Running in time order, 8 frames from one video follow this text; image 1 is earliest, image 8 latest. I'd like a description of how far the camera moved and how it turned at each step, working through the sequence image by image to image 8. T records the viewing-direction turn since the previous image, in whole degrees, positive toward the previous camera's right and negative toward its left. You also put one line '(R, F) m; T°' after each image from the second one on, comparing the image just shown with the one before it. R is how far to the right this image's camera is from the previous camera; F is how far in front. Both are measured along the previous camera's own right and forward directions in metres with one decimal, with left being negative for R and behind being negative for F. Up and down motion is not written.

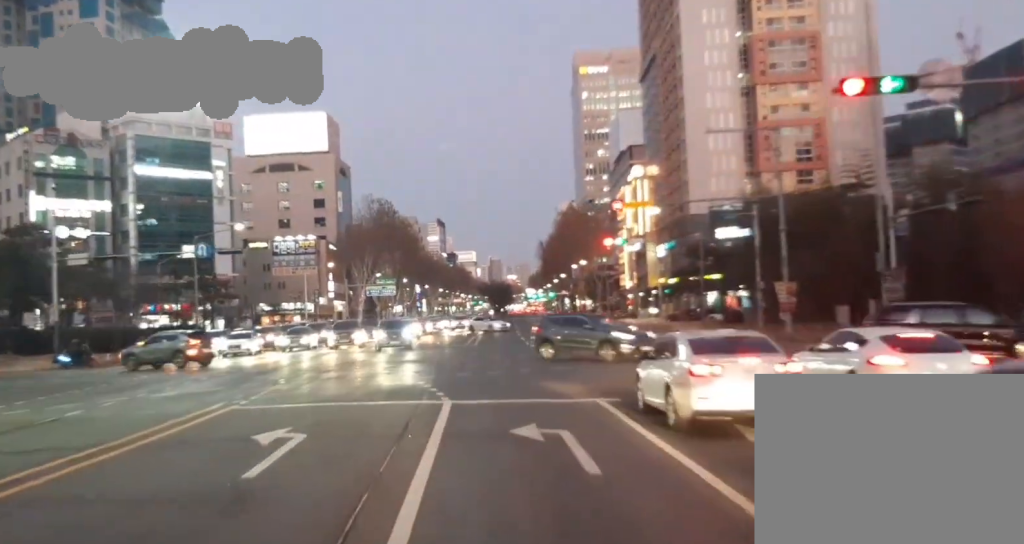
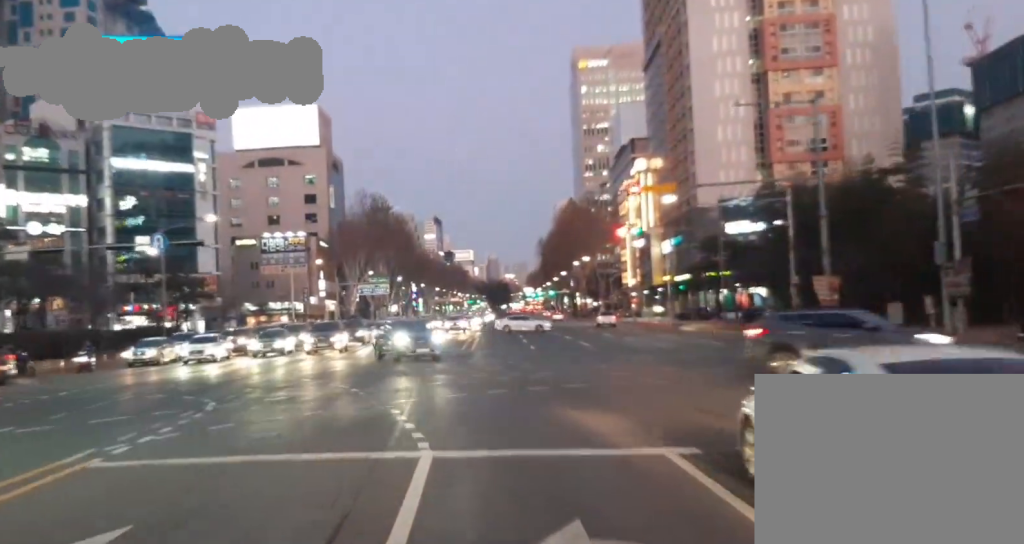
(0.0, +7.2) m; 0°
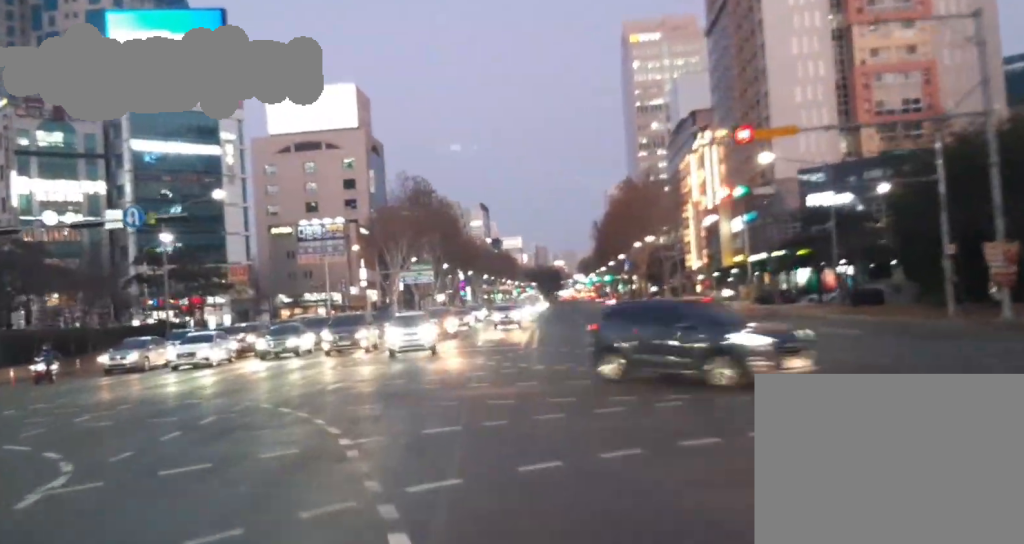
(0.0, +12.1) m; 0°
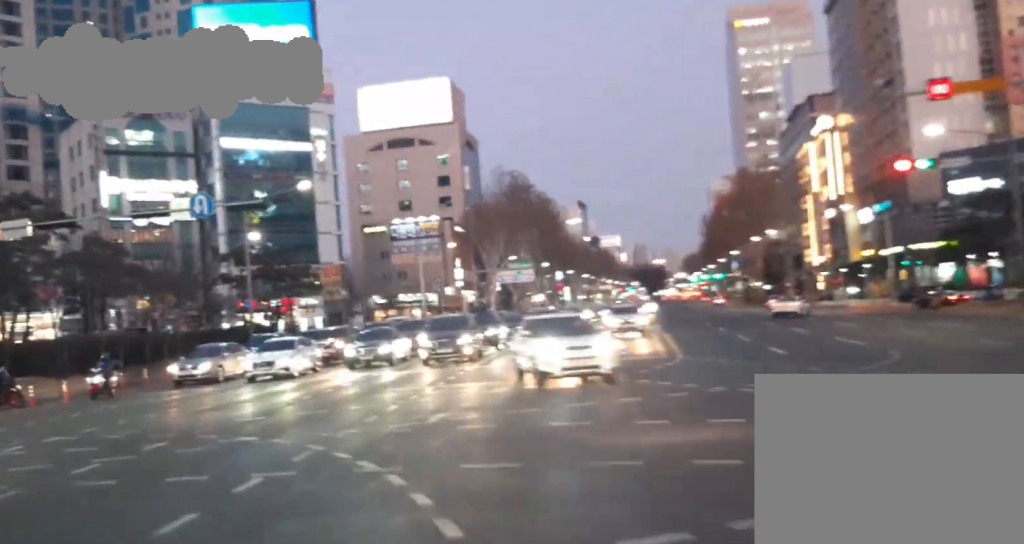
(0.0, +7.3) m; -4°
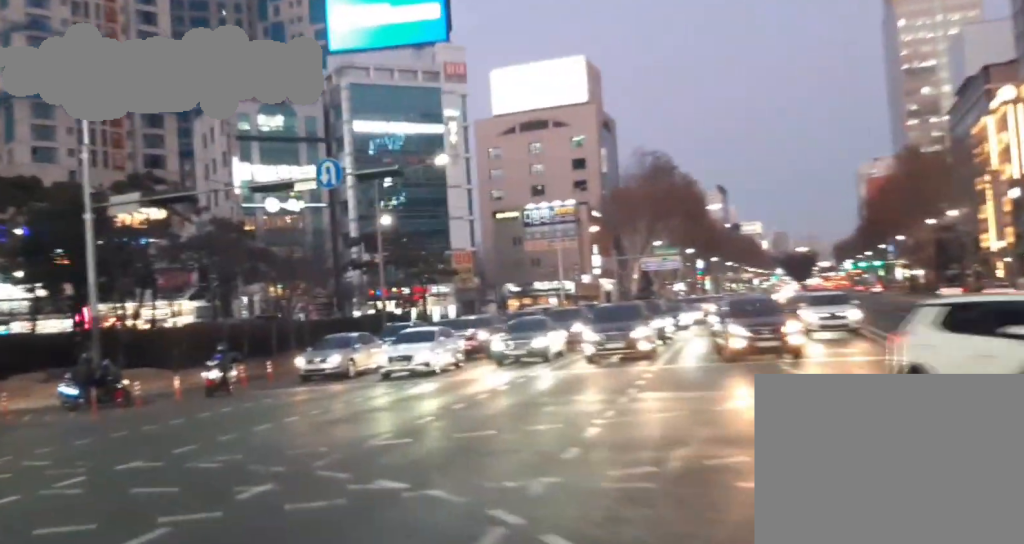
(+0.5, +6.8) m; -4°
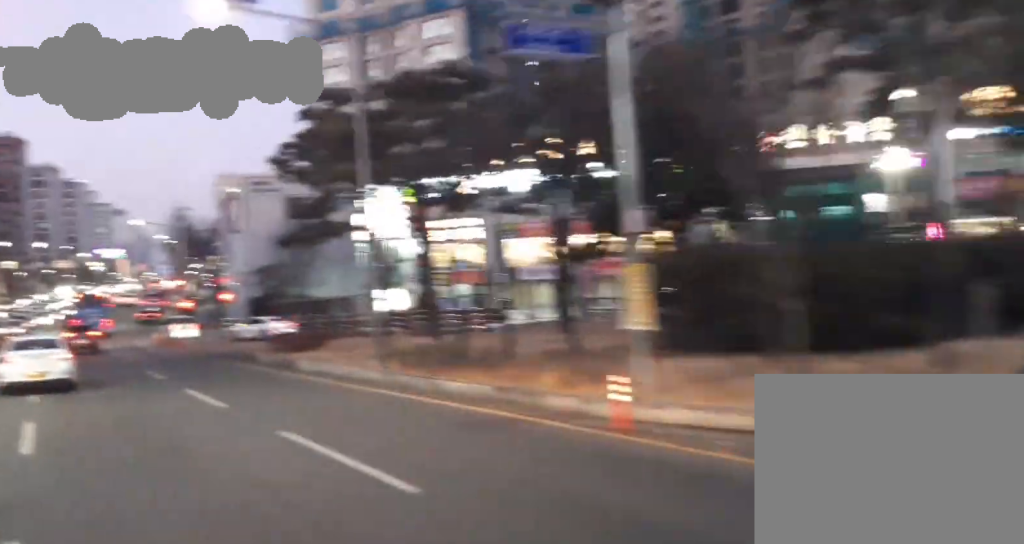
(-8.1, +23.1) m; -36°
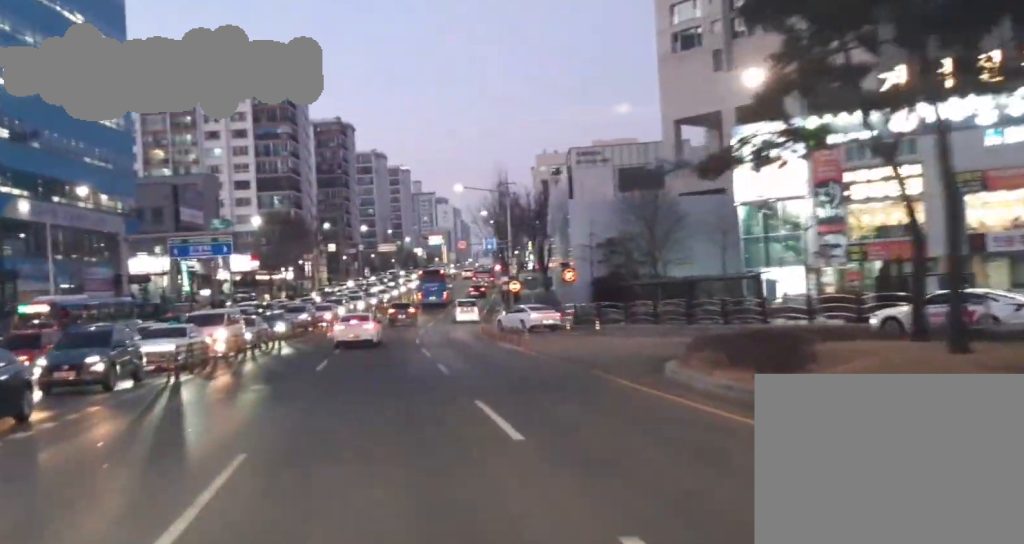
(-2.5, +17.5) m; -10°
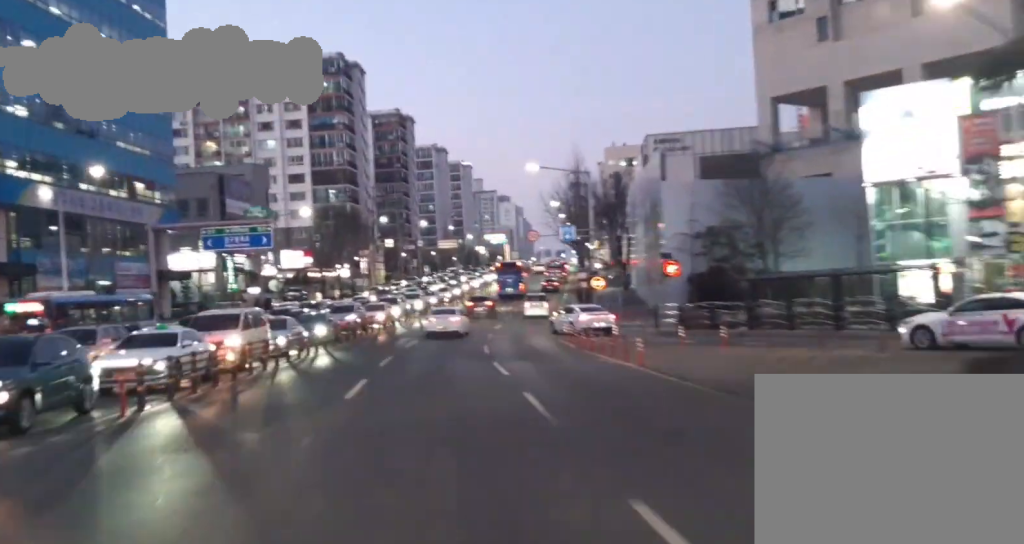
(-0.1, +8.3) m; -5°
